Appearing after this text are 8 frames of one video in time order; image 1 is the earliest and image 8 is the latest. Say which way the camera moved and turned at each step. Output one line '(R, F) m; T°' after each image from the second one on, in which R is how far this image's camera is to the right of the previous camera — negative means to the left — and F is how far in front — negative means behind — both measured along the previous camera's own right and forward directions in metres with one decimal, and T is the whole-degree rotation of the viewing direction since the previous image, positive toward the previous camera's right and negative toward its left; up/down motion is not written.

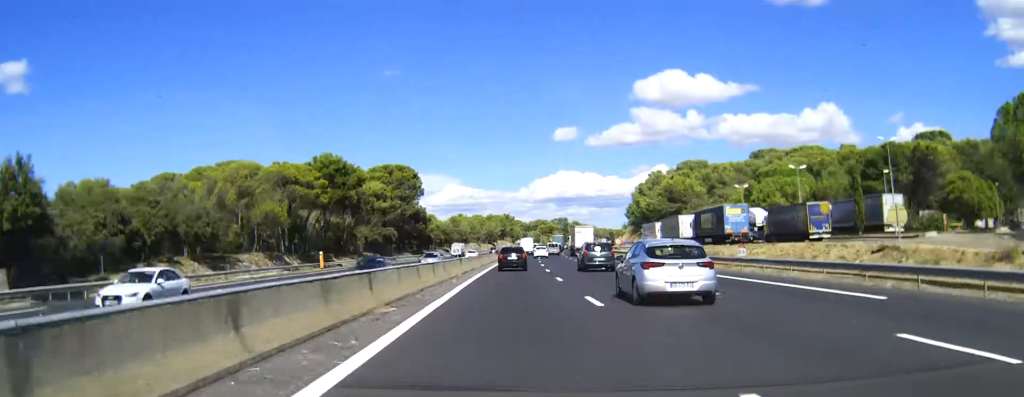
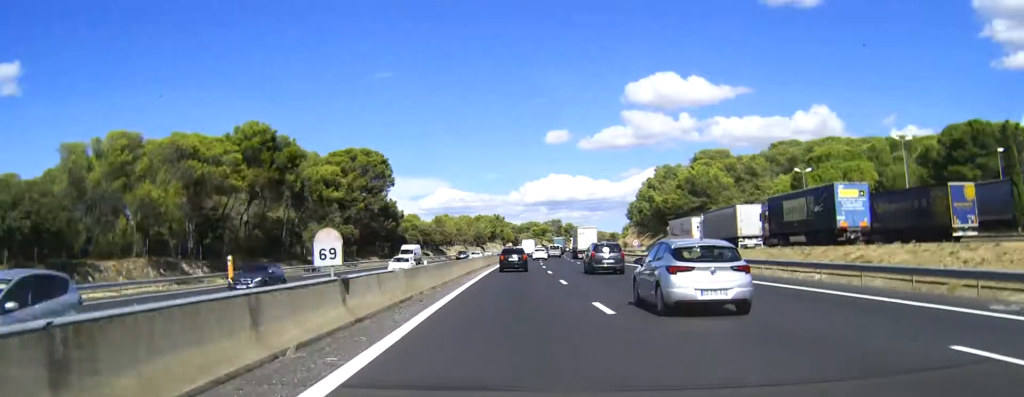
(+0.2, +27.6) m; +1°
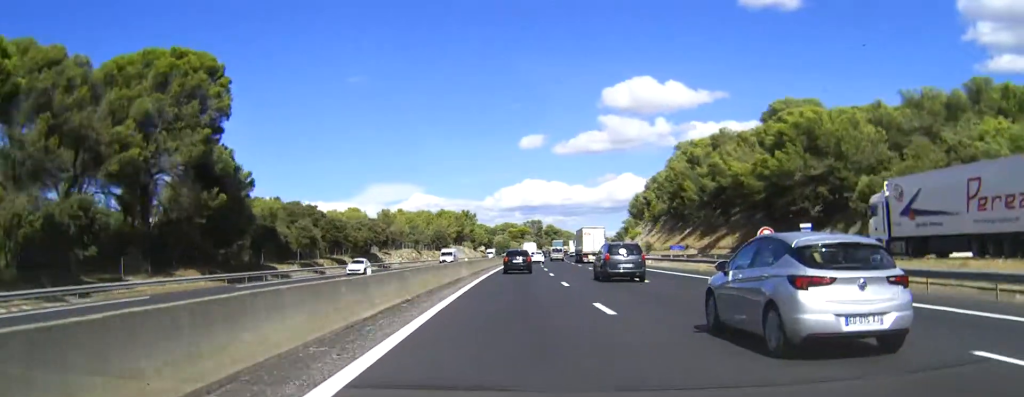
(+1.3, +64.7) m; +2°
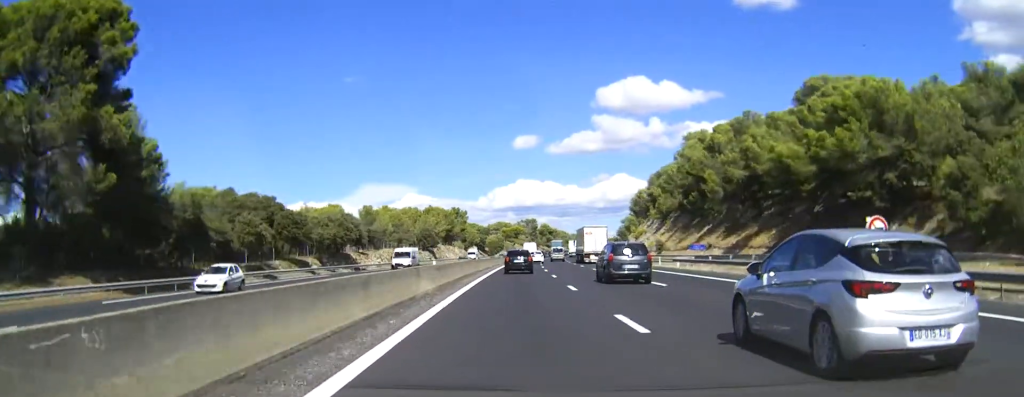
(0.0, +16.2) m; 0°
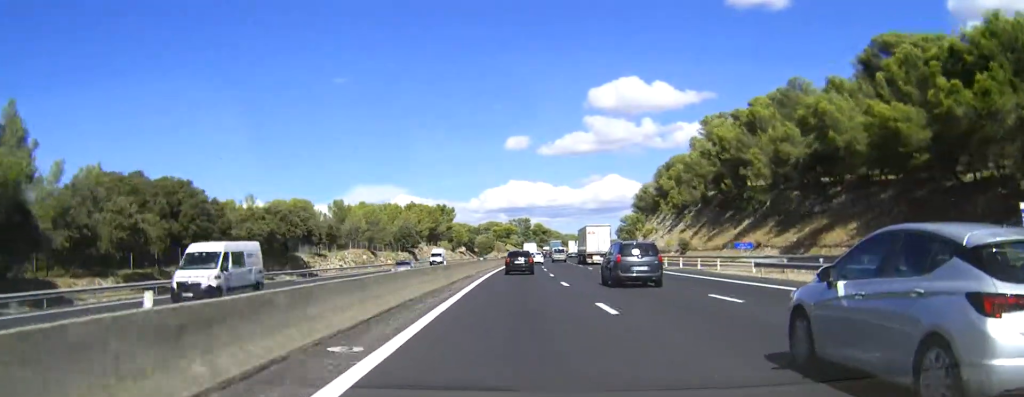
(0.0, +22.3) m; 0°
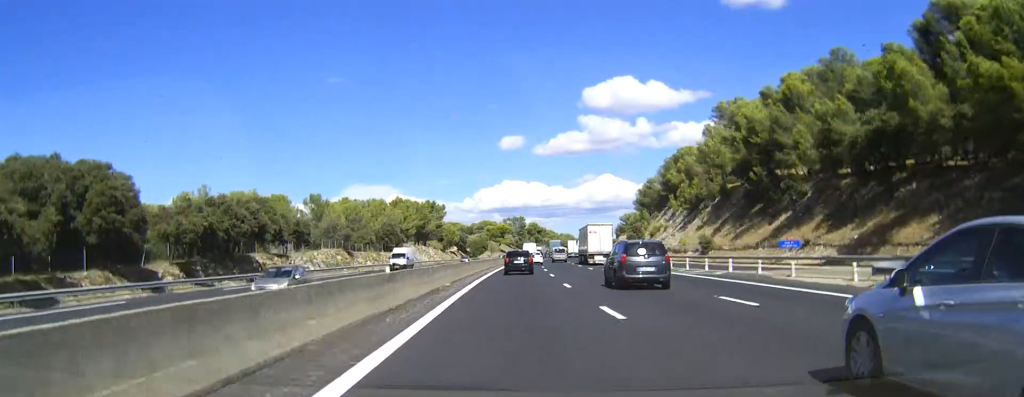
(+0.1, +14.1) m; +1°
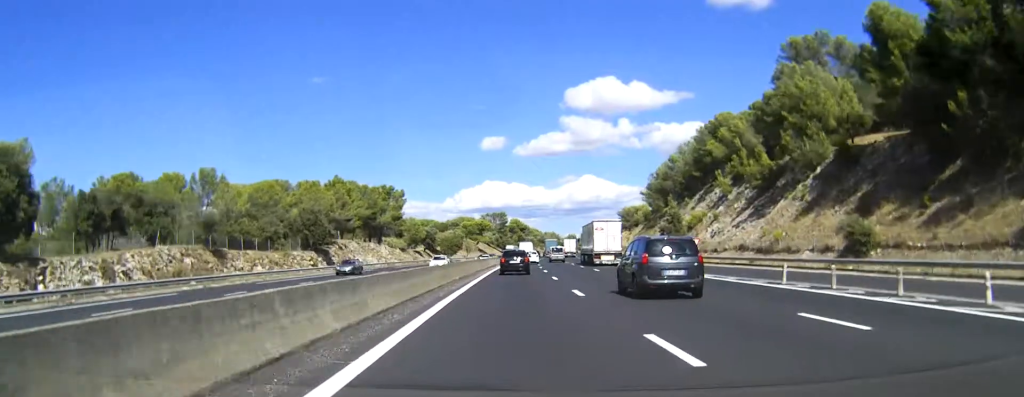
(+0.8, +44.4) m; +2°
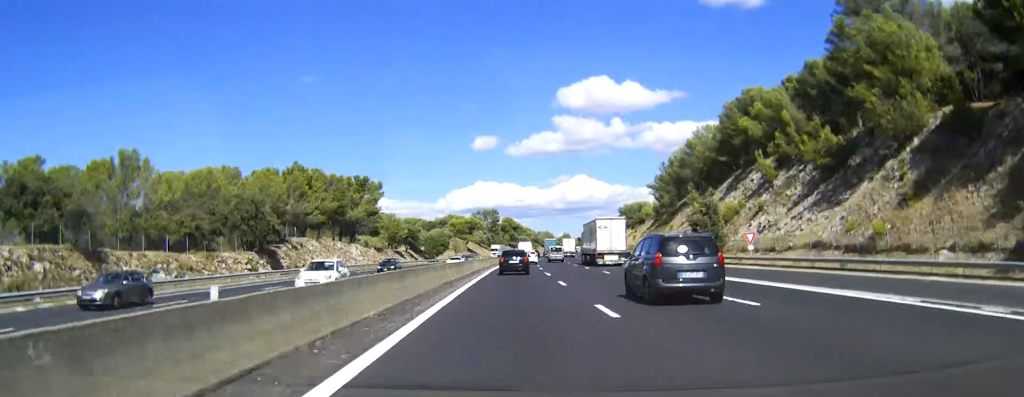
(0.0, +20.2) m; +1°
